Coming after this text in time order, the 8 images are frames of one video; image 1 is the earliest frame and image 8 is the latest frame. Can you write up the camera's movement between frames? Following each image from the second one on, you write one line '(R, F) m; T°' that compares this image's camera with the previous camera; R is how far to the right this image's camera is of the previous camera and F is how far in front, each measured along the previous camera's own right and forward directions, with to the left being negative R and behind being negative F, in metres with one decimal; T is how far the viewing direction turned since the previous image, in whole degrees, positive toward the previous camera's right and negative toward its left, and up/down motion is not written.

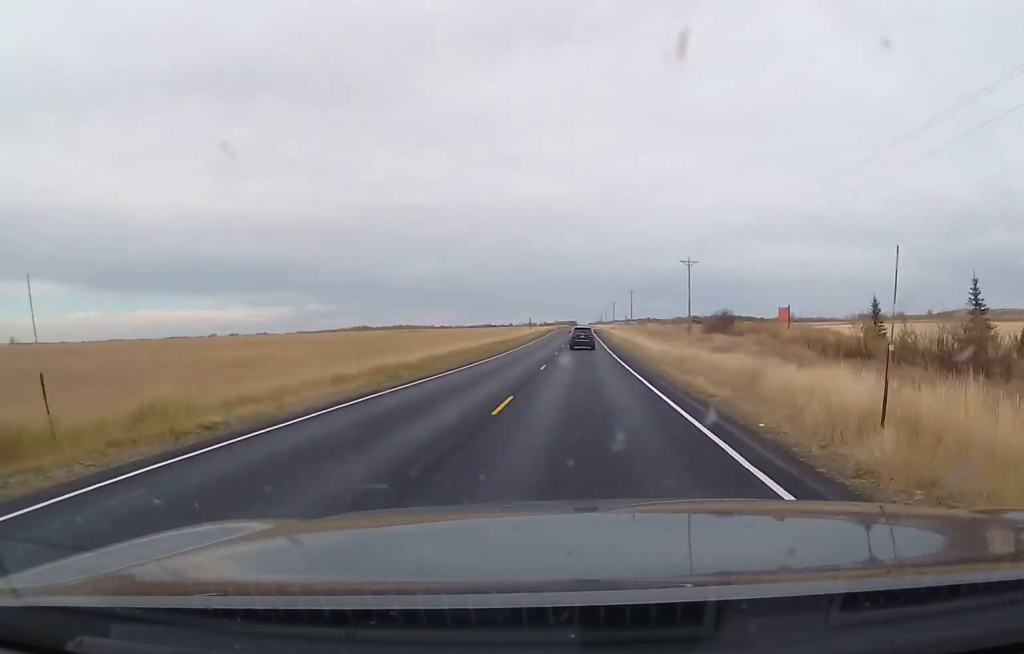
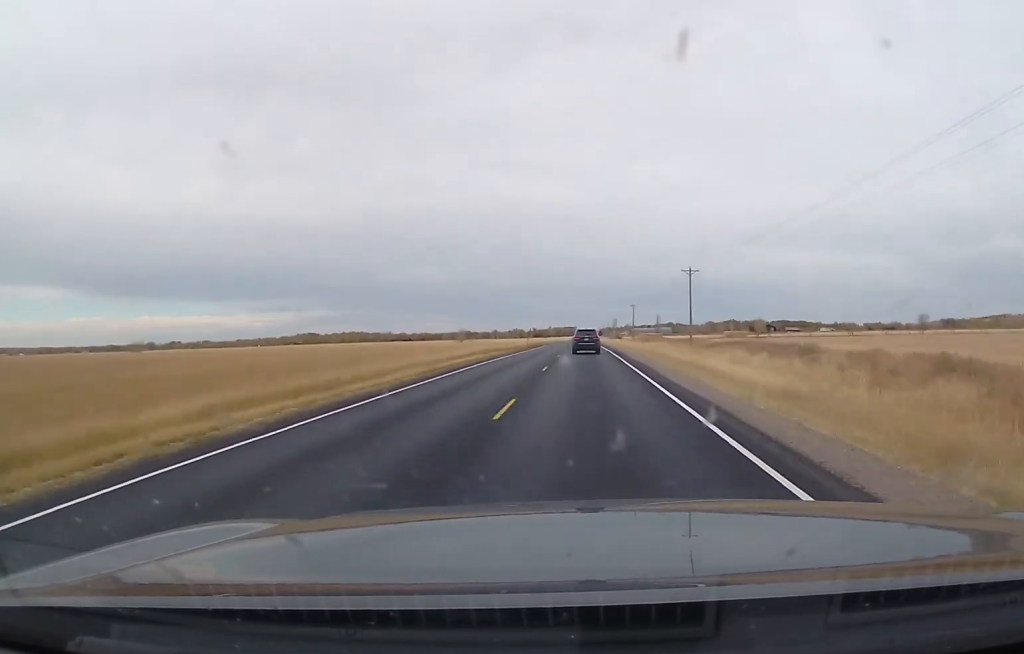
(-0.7, +332.4) m; 0°
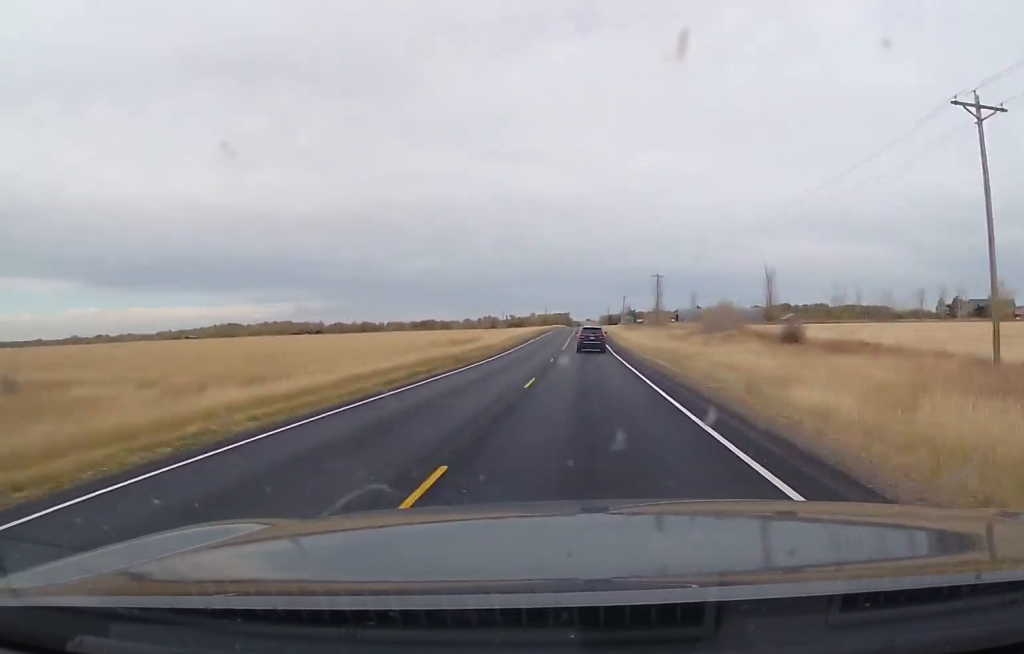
(+0.1, +239.9) m; 0°
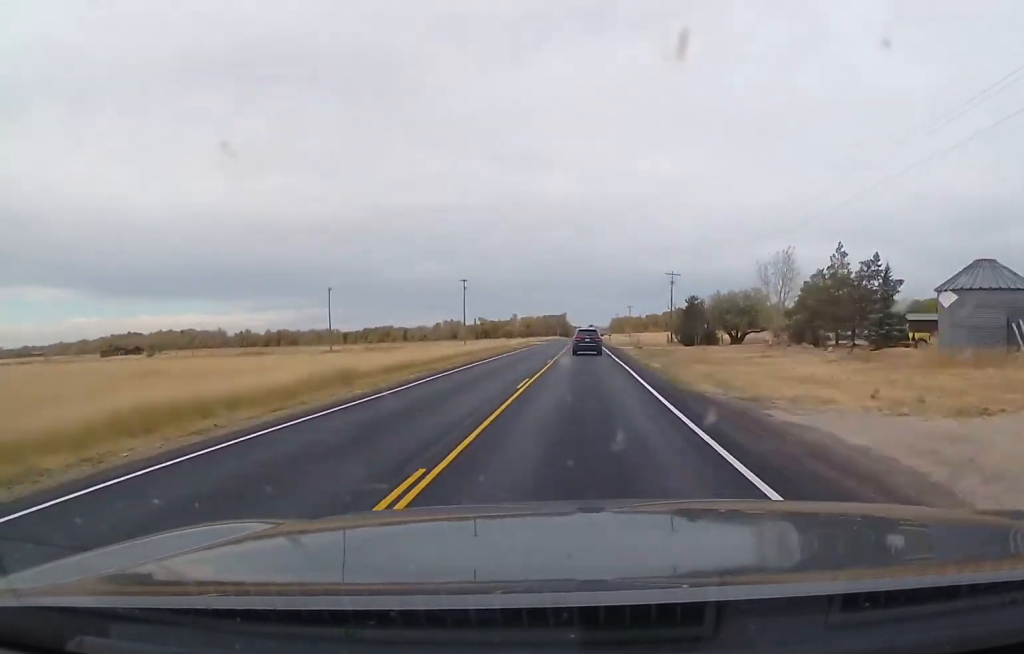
(+0.4, +237.7) m; 0°
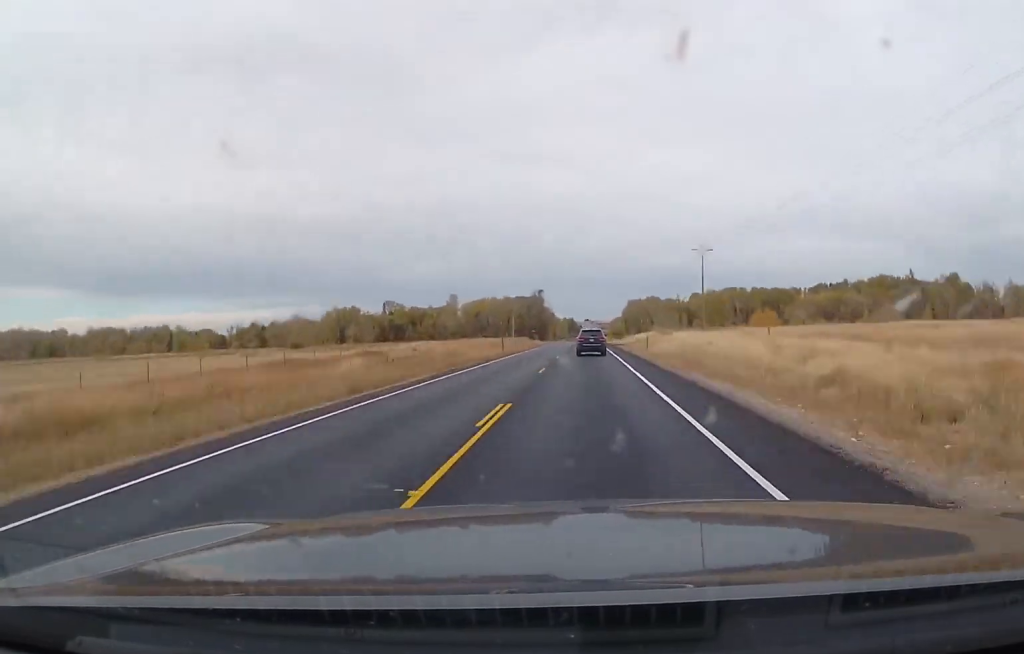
(+0.5, +249.8) m; 0°
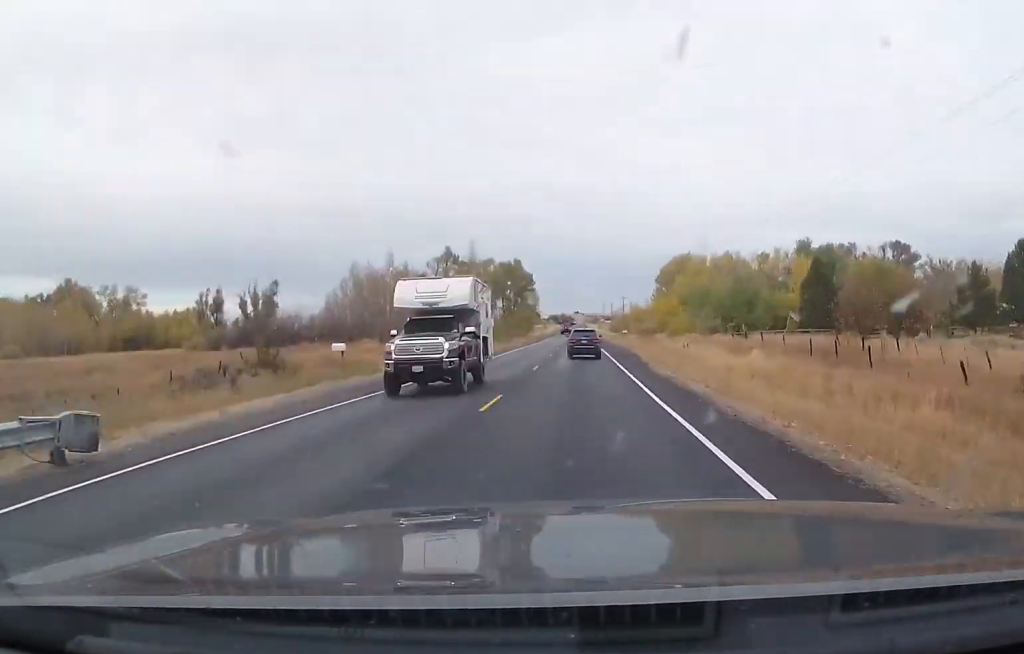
(+2.1, +383.9) m; 0°
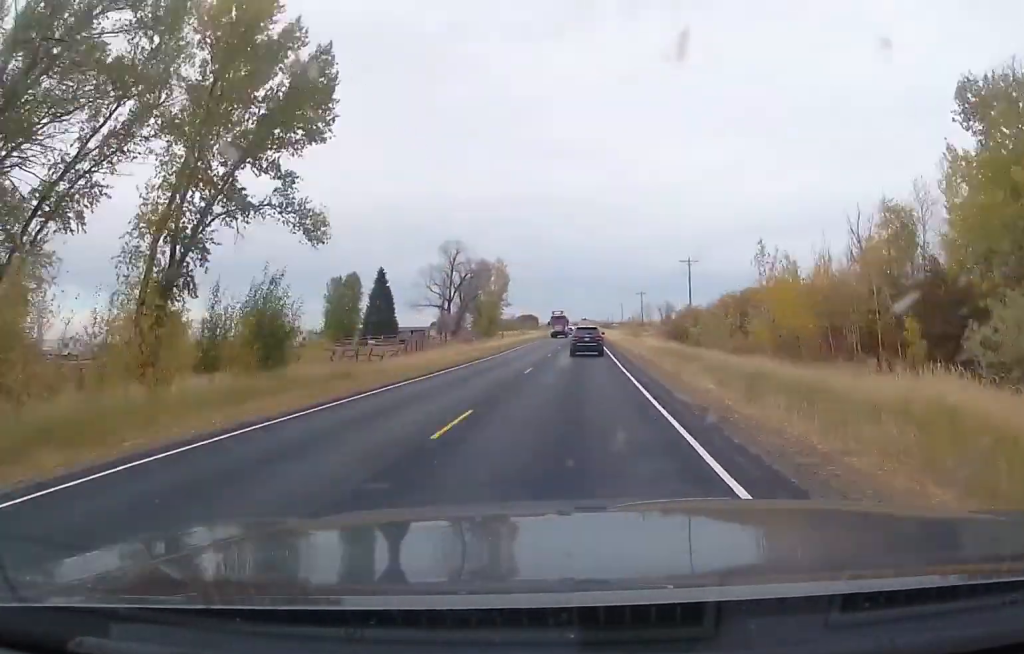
(-0.6, +123.5) m; 0°
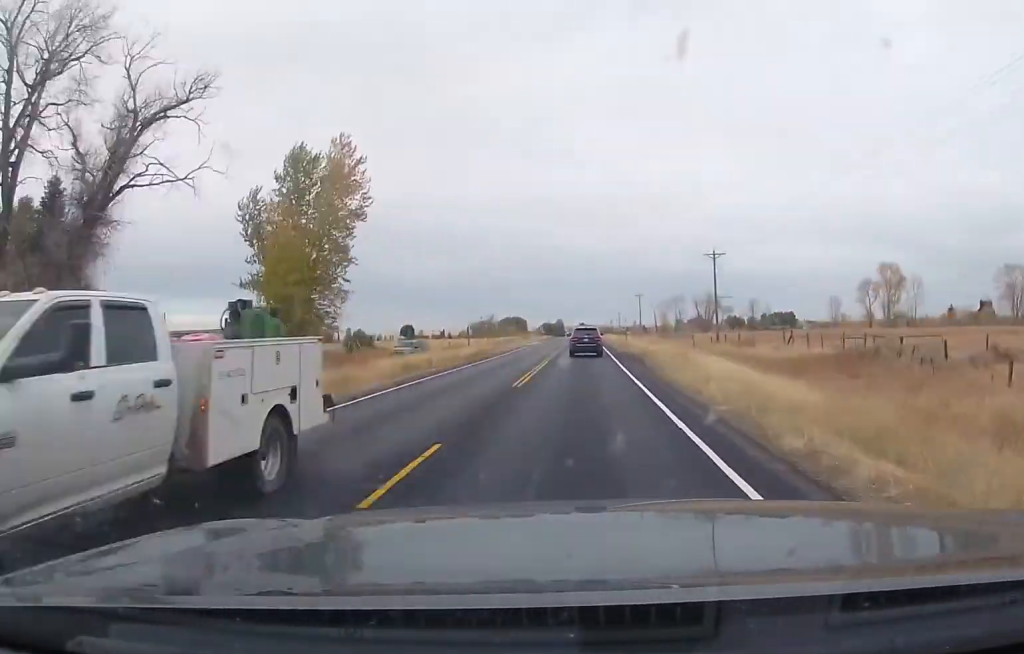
(-0.4, +92.8) m; 0°
